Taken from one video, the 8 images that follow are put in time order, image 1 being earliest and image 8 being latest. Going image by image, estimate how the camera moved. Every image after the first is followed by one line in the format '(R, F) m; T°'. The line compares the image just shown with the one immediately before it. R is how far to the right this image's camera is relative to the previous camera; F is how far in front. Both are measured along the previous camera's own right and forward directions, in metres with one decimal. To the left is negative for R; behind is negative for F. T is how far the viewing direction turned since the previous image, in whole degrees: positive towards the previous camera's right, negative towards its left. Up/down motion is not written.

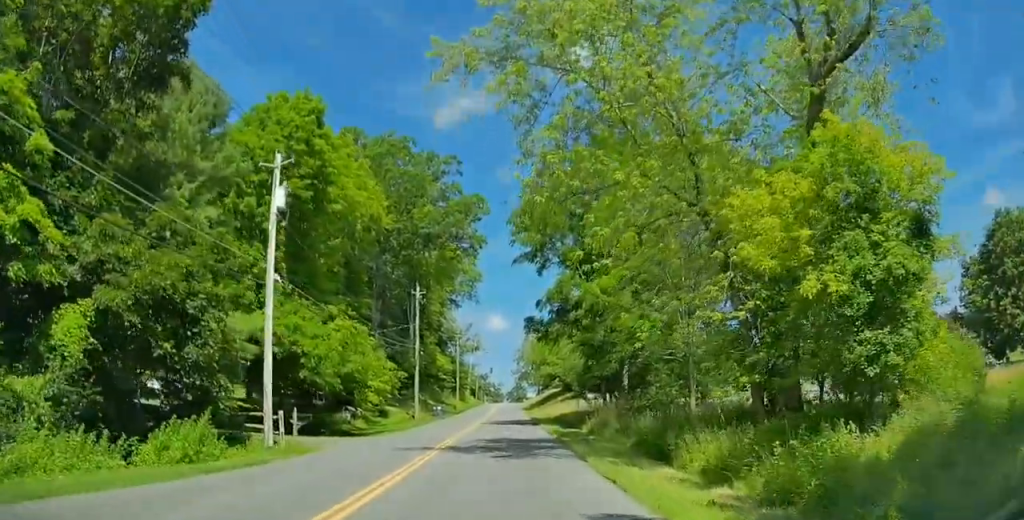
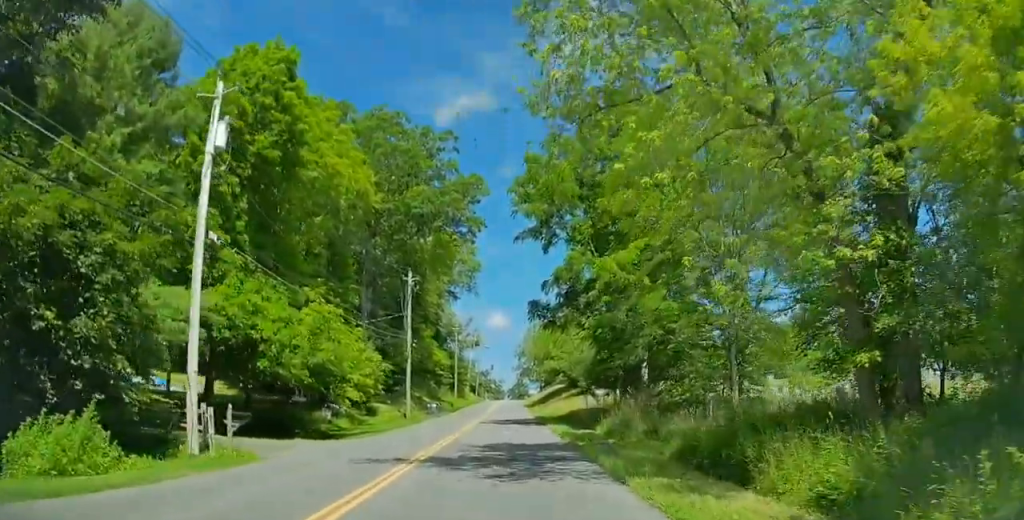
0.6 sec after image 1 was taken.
(-0.2, +5.3) m; -1°
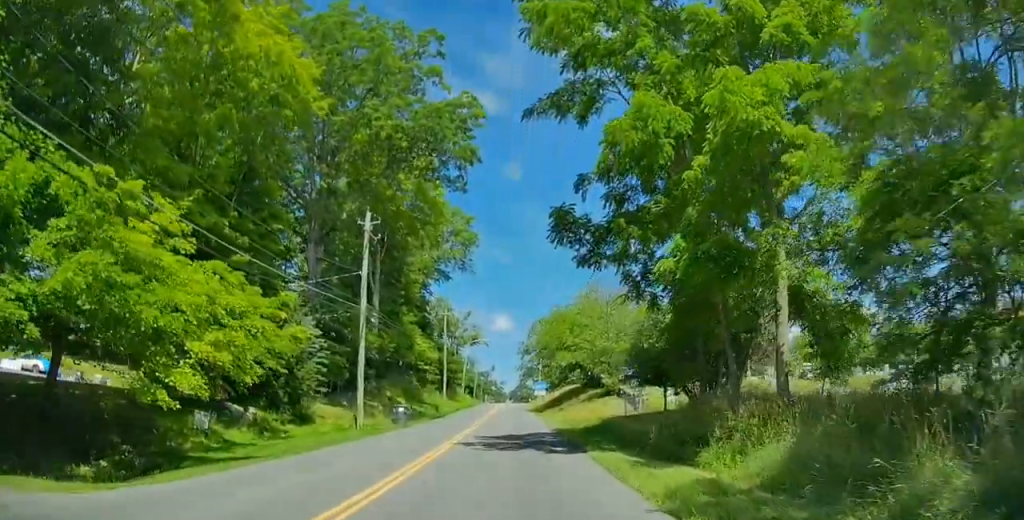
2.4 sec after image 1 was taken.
(-0.4, +17.3) m; -4°
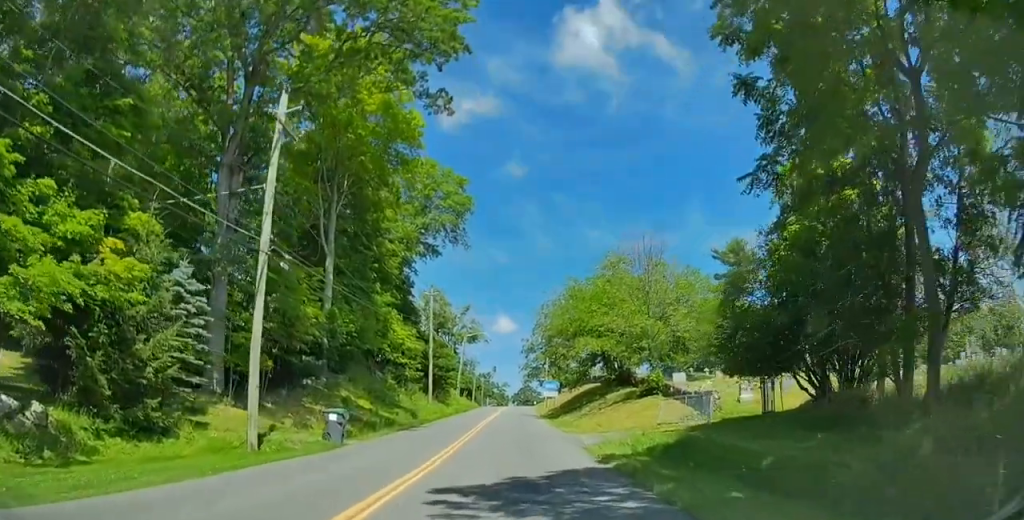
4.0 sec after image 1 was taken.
(+0.3, +15.4) m; +2°
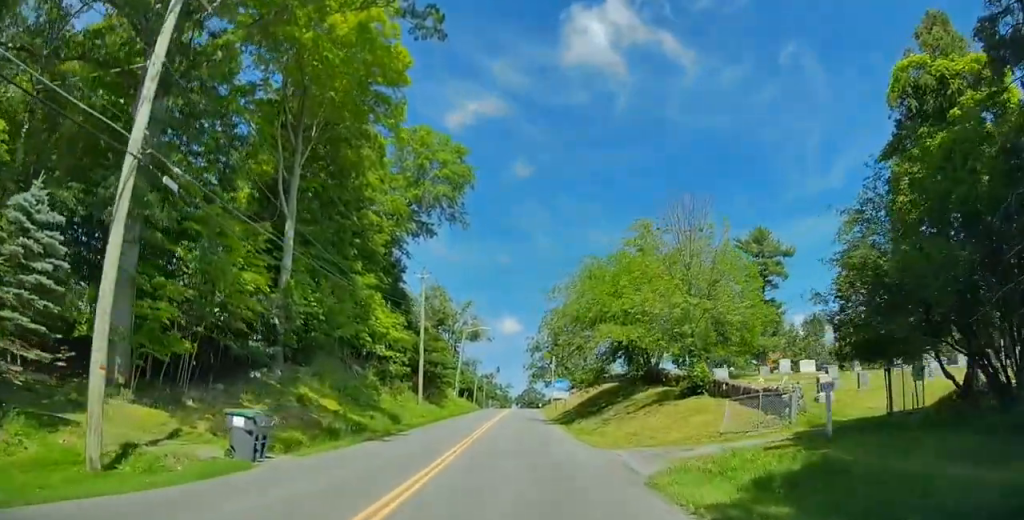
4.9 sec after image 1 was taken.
(+0.1, +8.3) m; 0°
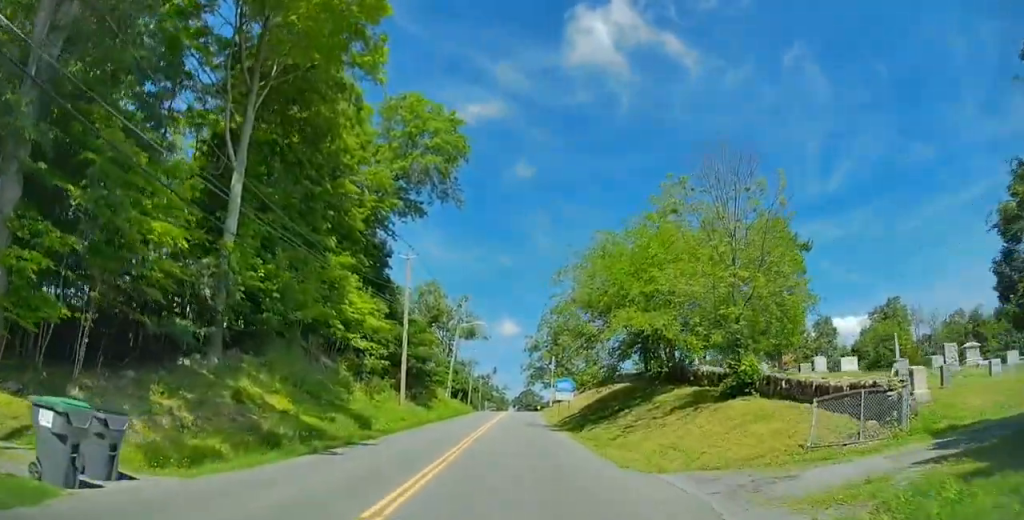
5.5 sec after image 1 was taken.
(-0.1, +6.2) m; 0°
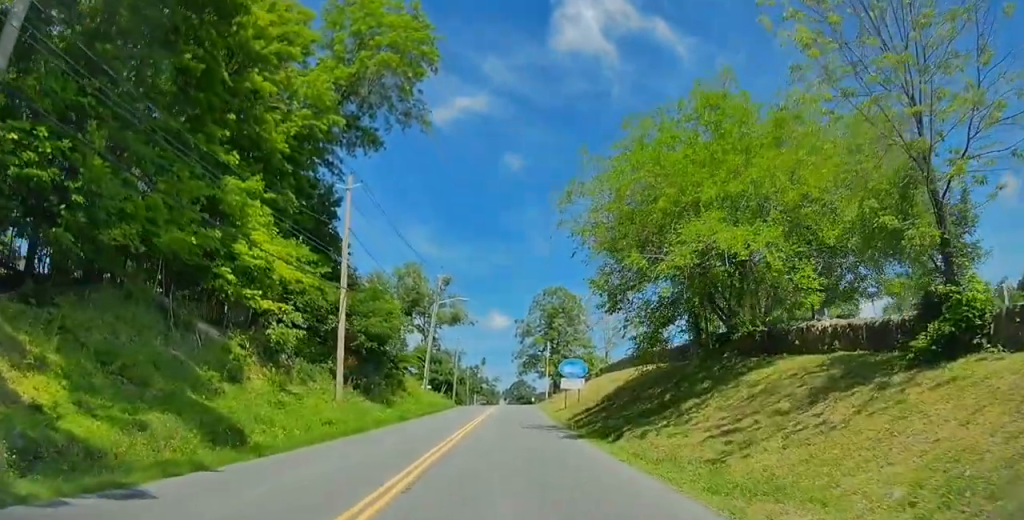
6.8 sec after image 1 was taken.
(0.0, +12.4) m; -3°
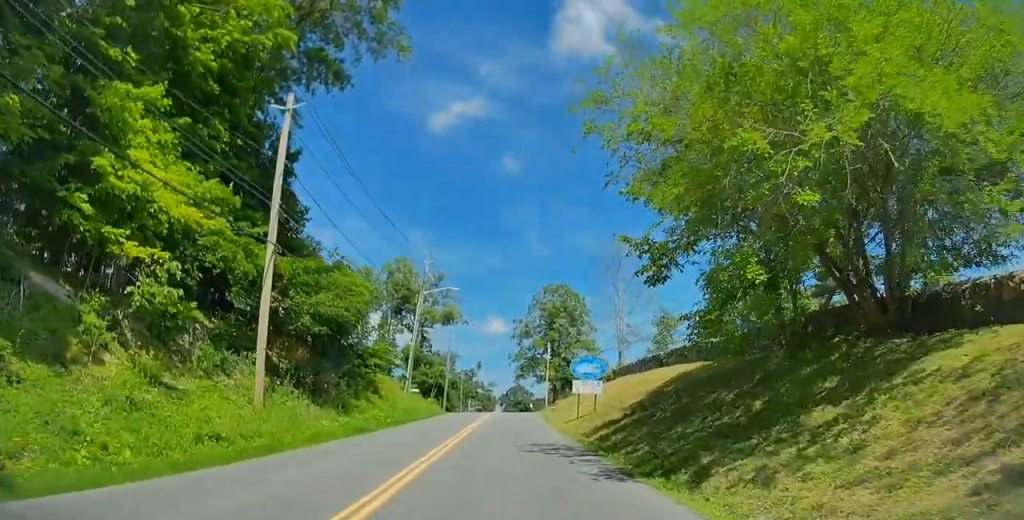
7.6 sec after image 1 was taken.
(-0.4, +8.5) m; -1°
